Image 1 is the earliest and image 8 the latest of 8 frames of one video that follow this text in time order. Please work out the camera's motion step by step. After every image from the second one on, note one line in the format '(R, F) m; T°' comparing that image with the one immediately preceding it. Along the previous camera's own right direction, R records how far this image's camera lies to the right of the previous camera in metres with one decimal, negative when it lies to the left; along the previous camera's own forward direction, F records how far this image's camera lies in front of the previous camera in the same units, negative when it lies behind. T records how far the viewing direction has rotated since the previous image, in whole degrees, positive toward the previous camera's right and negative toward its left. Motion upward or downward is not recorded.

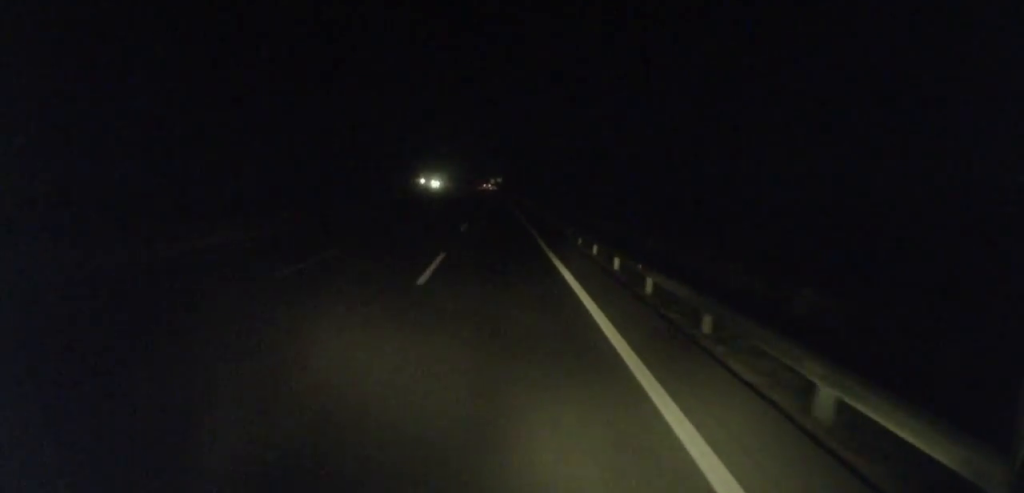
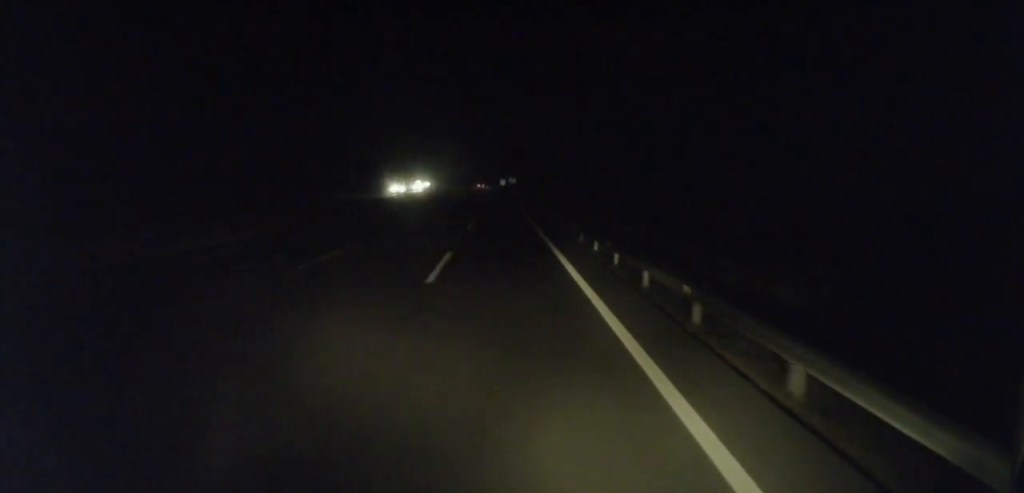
(-0.7, +67.1) m; -1°
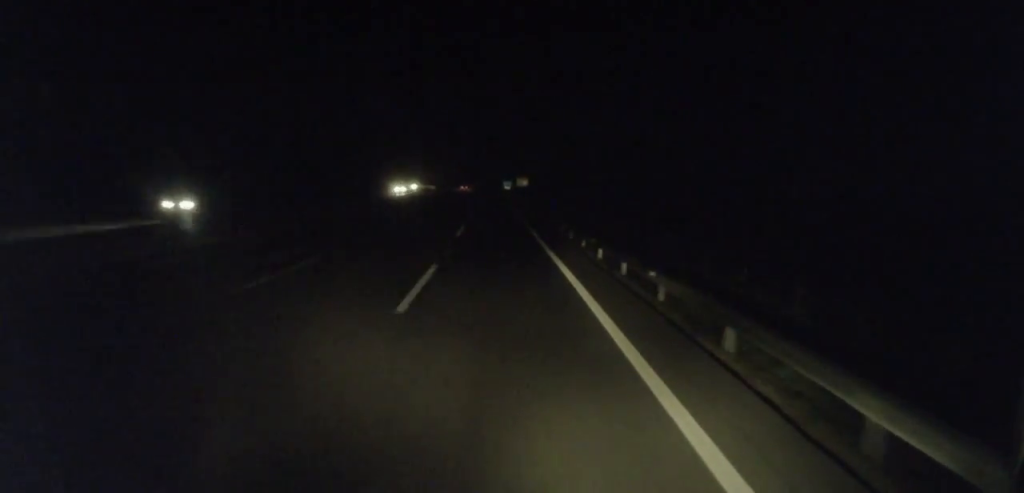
(-0.2, +53.5) m; -1°
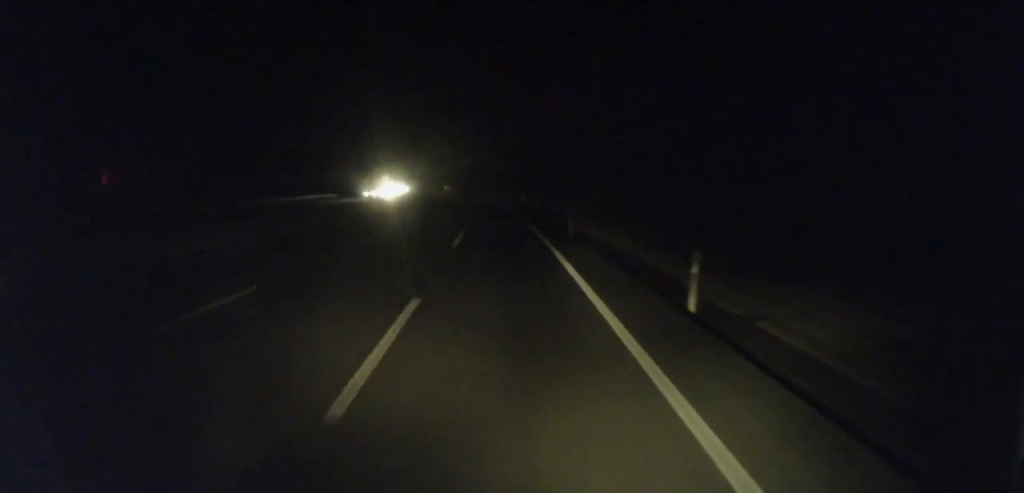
(-4.4, +142.8) m; -4°
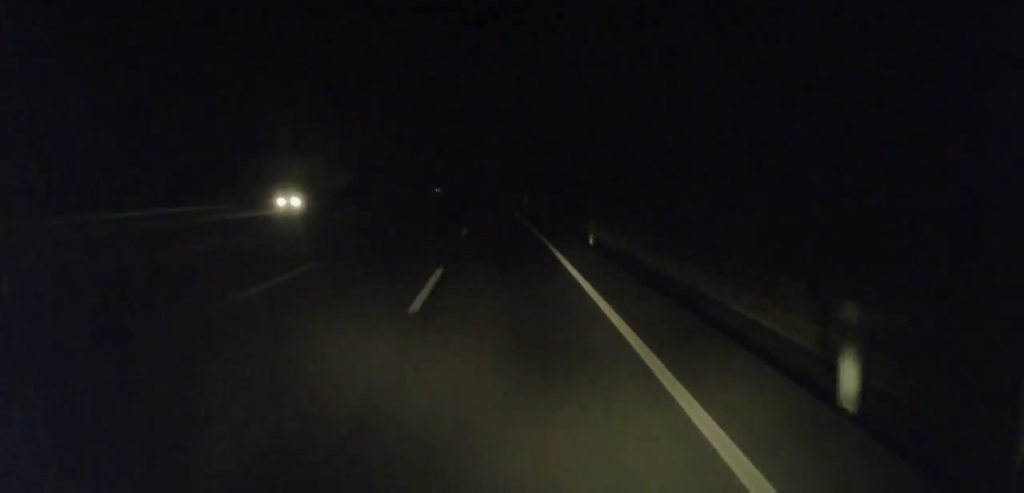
(-0.3, +46.6) m; -2°
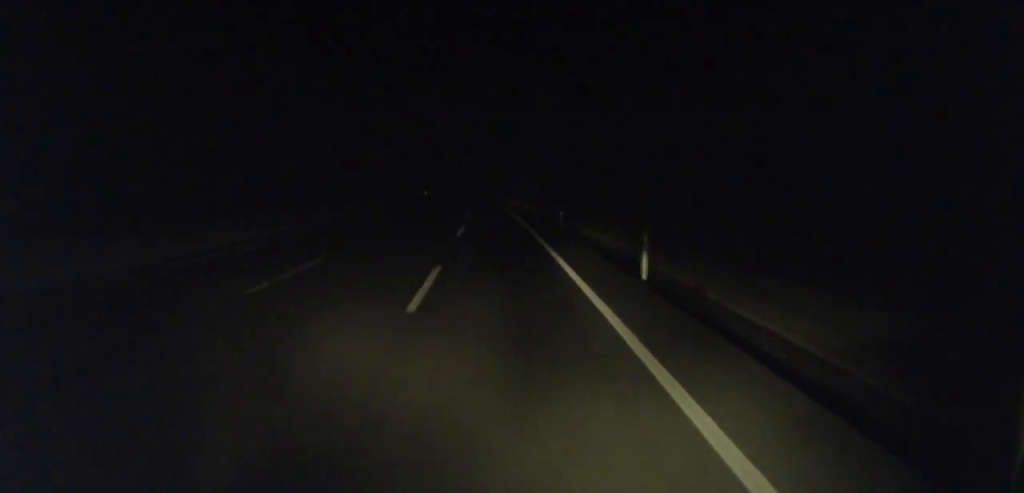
(-1.2, +50.1) m; -1°
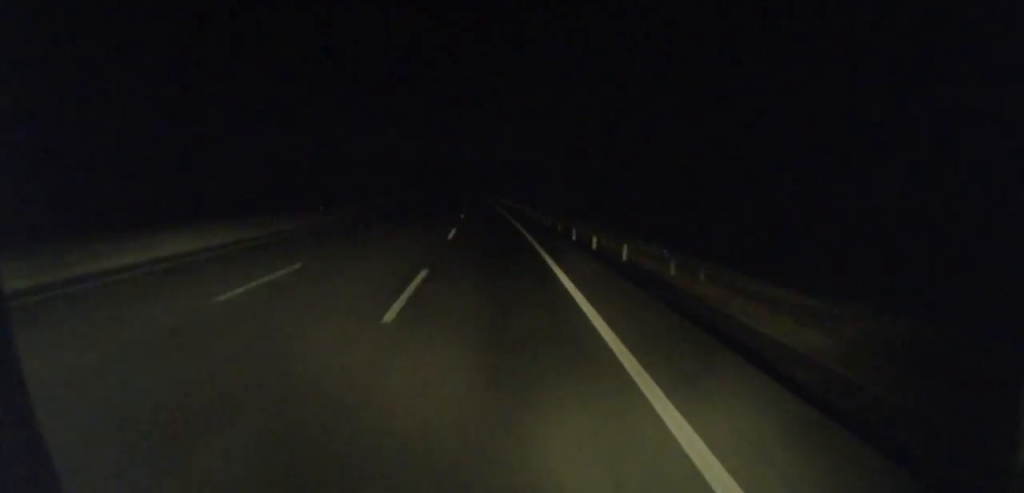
(-0.3, +34.7) m; -1°
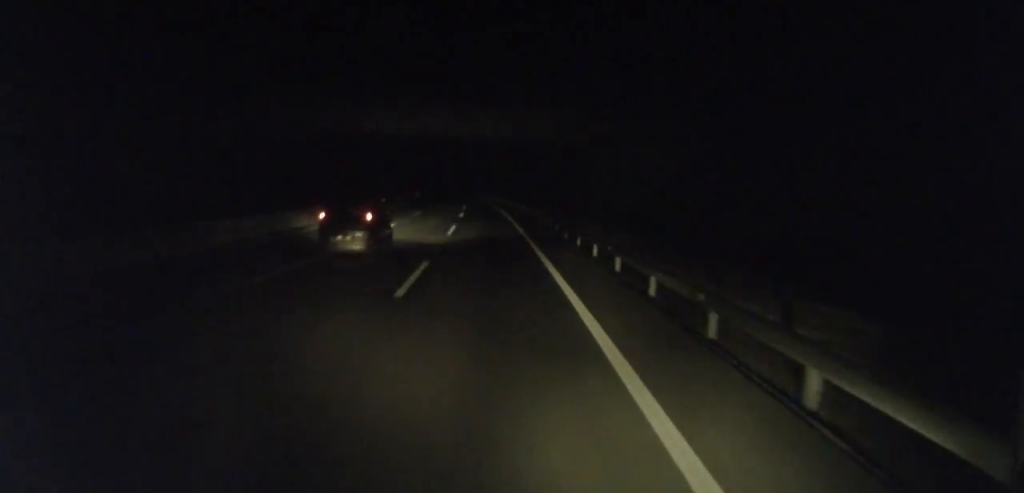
(-0.2, +31.8) m; -1°
